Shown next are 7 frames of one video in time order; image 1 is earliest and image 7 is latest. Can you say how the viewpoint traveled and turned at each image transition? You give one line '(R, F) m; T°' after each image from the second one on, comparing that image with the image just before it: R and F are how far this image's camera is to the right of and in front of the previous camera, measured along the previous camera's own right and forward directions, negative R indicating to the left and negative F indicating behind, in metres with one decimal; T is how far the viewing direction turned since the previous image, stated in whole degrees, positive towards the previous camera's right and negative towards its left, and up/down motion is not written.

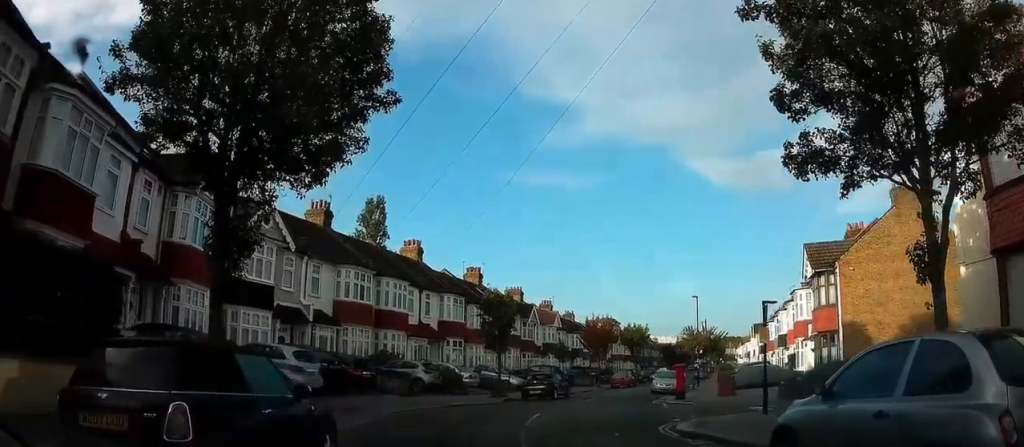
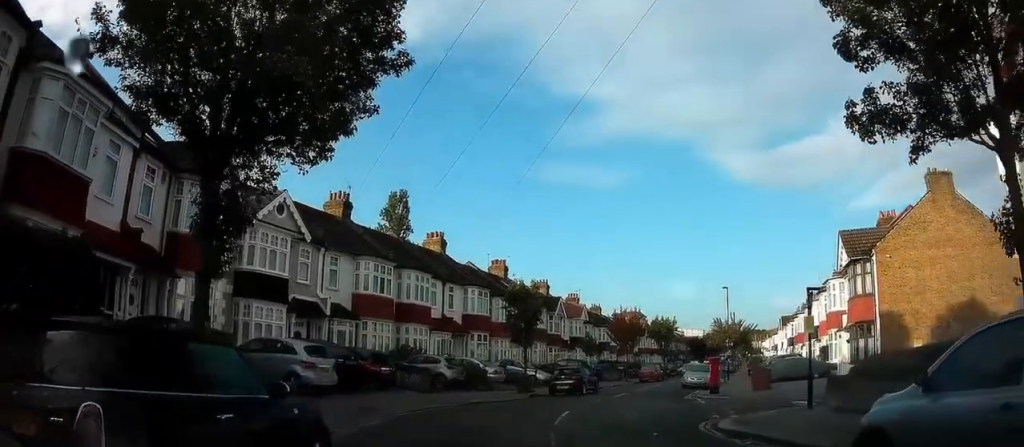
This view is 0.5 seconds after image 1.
(-0.1, +1.2) m; 0°
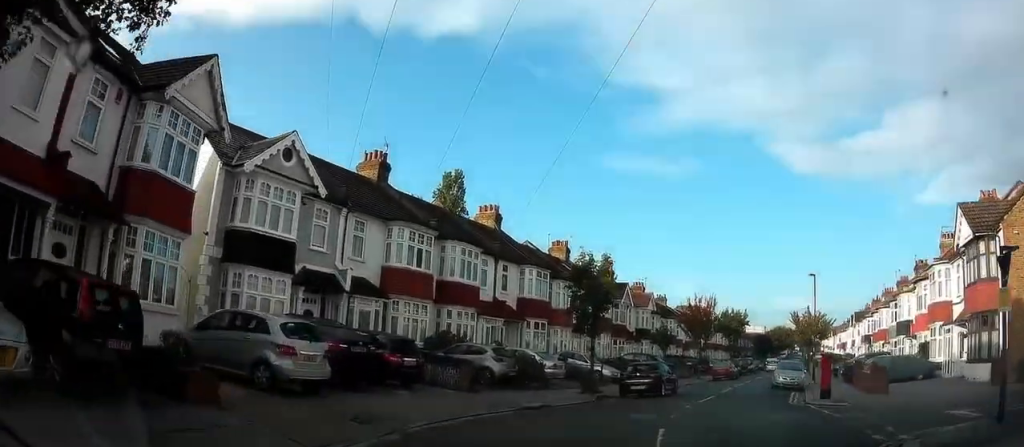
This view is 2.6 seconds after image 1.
(-0.2, +5.0) m; -6°
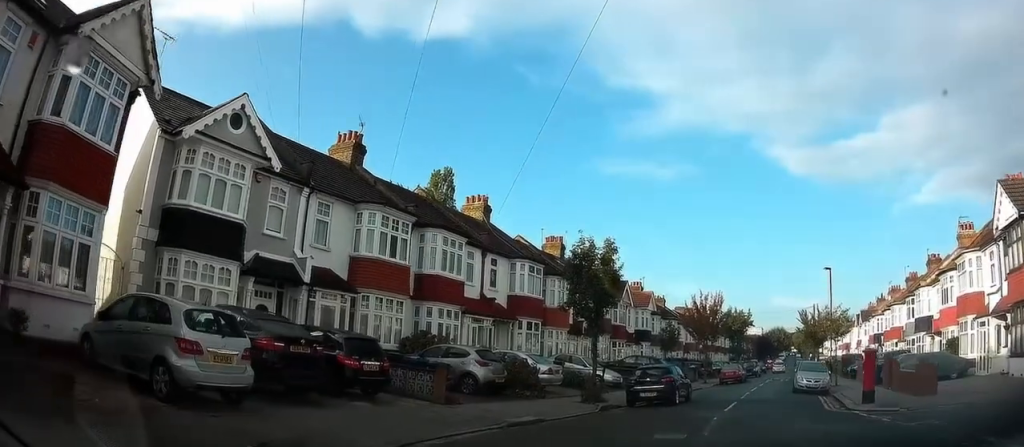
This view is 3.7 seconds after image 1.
(0.0, +3.2) m; +1°
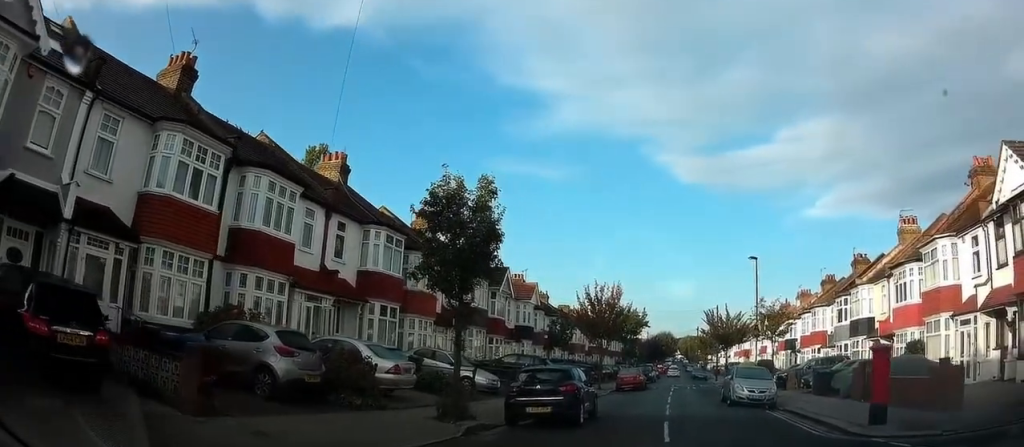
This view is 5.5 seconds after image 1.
(+0.4, +6.2) m; +11°
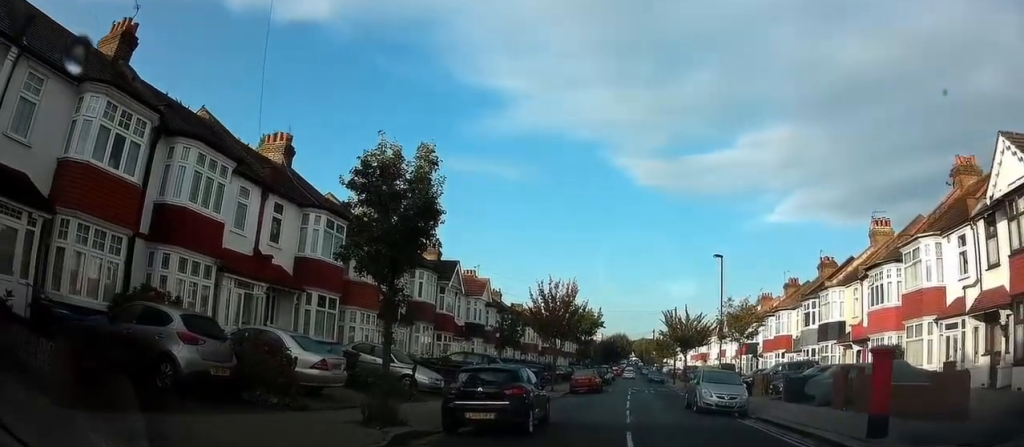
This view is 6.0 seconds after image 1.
(+0.1, +1.8) m; +5°
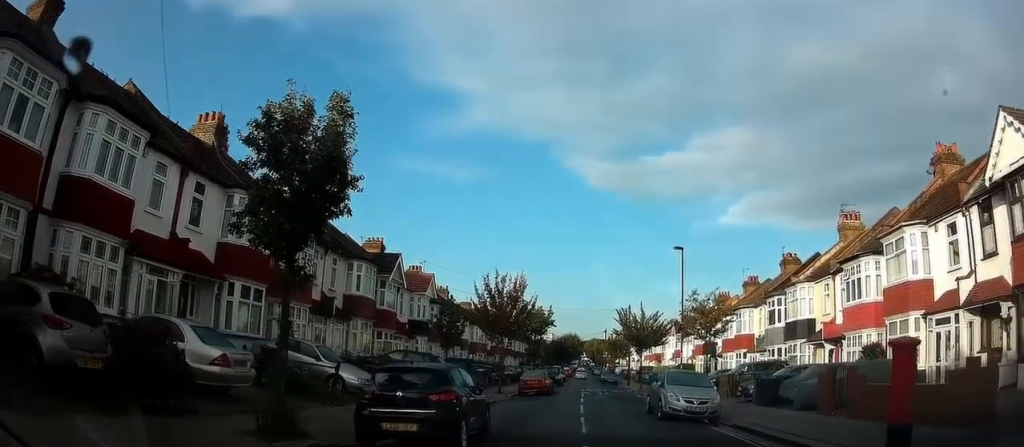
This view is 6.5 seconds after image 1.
(+0.1, +2.3) m; +5°
